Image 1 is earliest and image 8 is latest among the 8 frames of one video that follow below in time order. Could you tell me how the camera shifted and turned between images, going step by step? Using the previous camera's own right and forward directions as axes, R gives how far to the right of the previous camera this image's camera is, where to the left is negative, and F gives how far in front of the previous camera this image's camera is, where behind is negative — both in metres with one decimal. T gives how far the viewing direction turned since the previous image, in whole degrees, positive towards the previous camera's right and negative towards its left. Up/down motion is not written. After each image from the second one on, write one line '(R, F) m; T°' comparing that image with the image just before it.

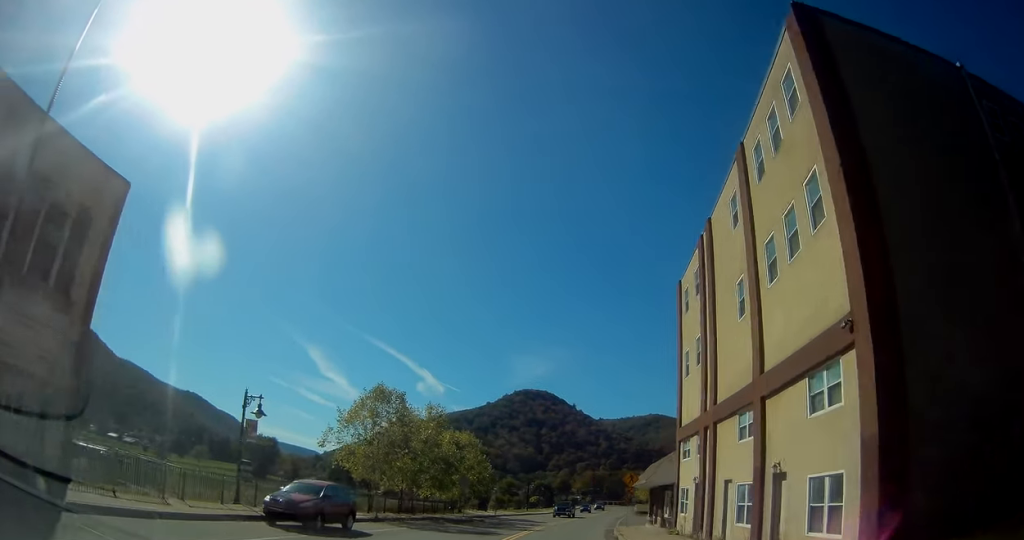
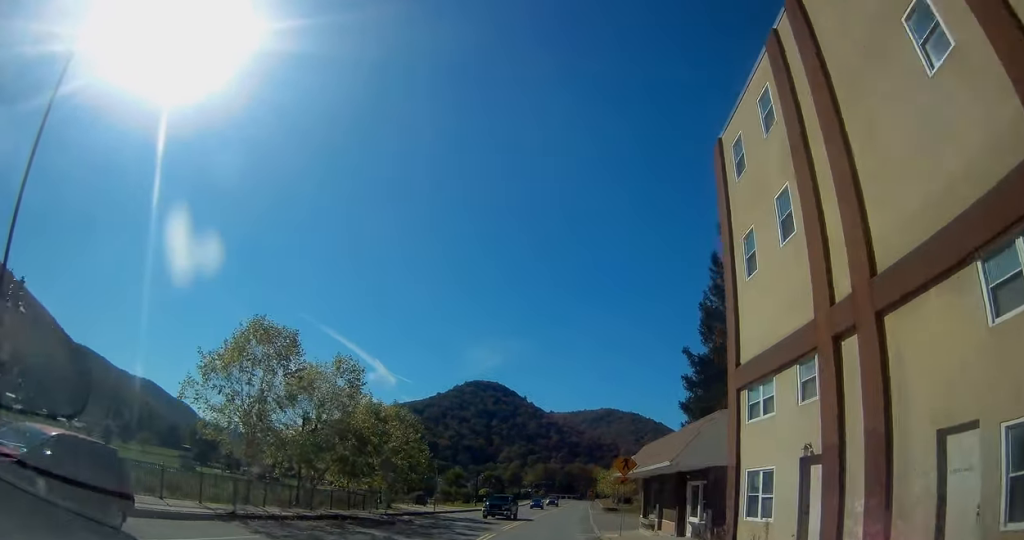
(+0.6, +12.0) m; +5°
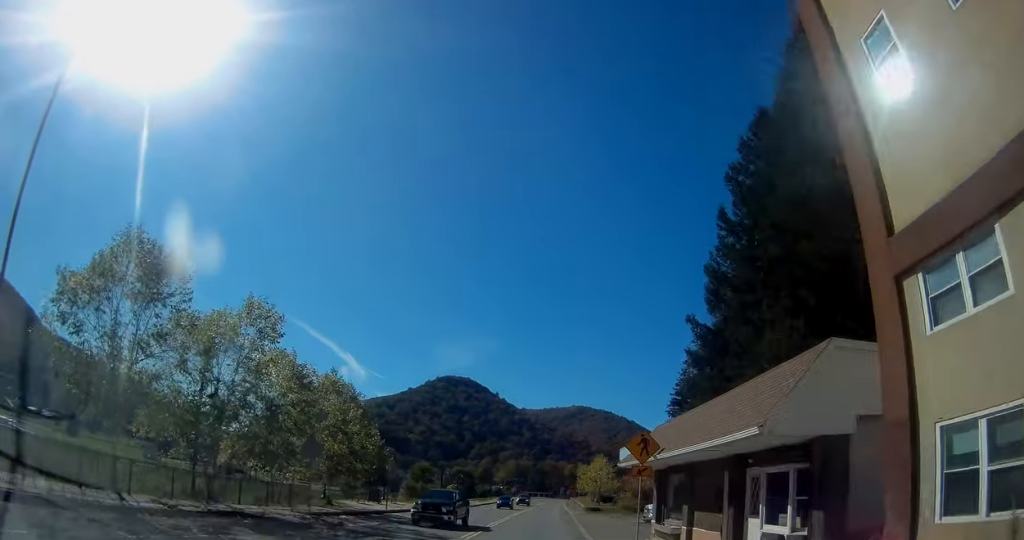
(+0.1, +8.1) m; +3°
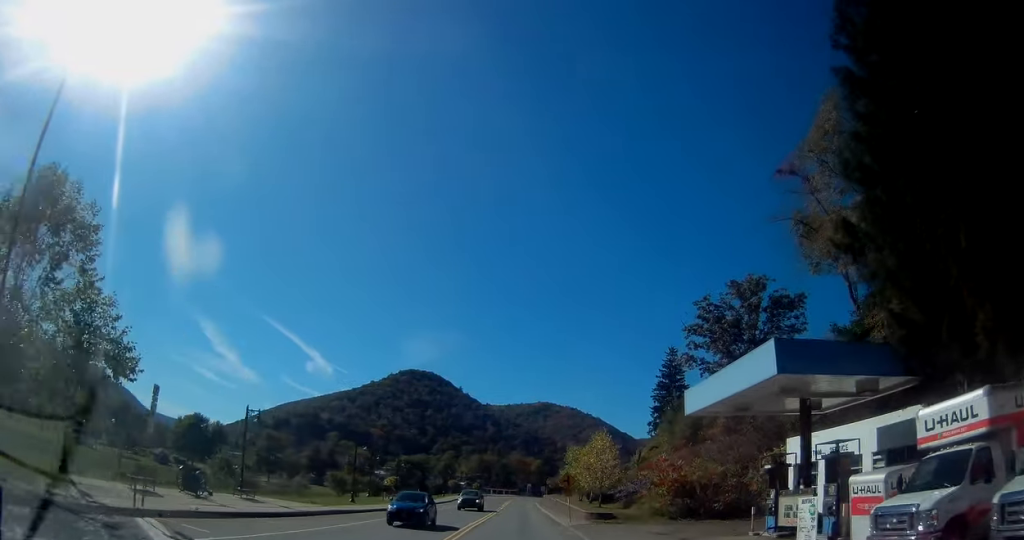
(+1.7, +24.3) m; +6°
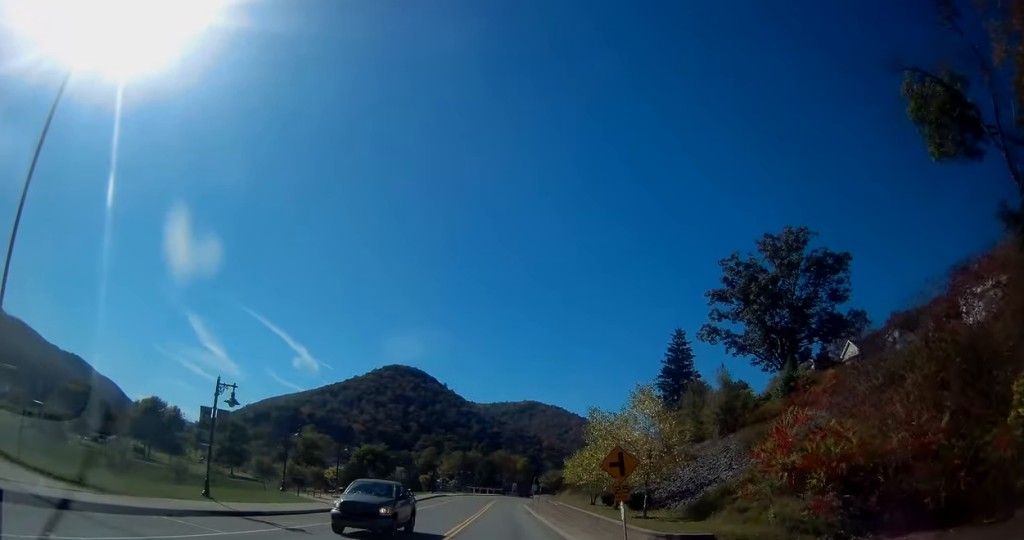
(+0.4, +19.9) m; +3°
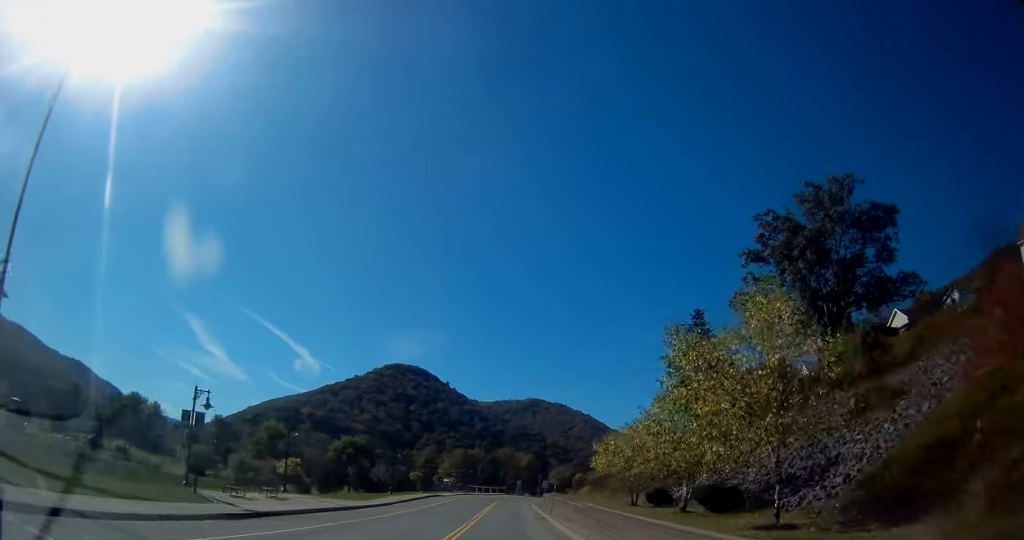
(+0.2, +13.5) m; 0°
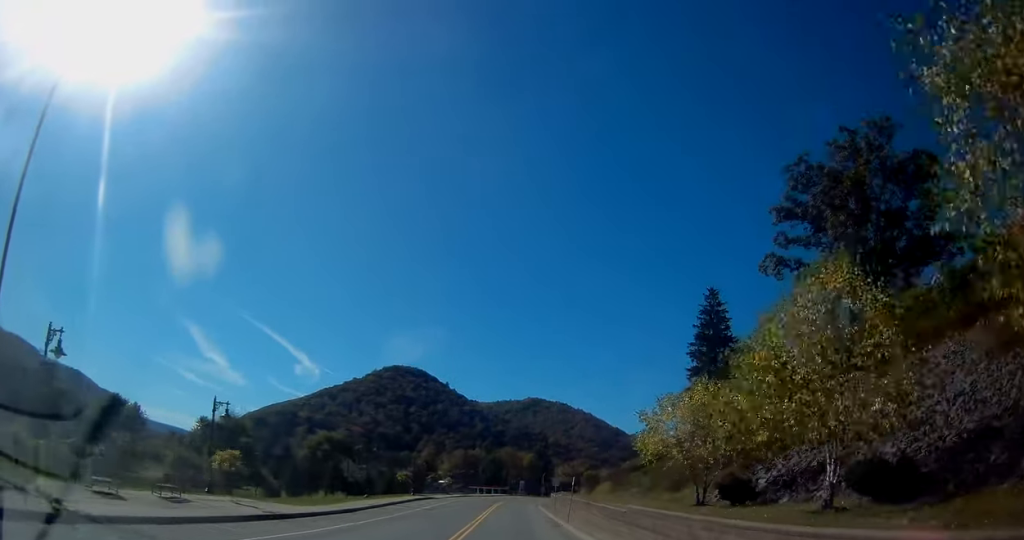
(-0.1, +10.8) m; -1°
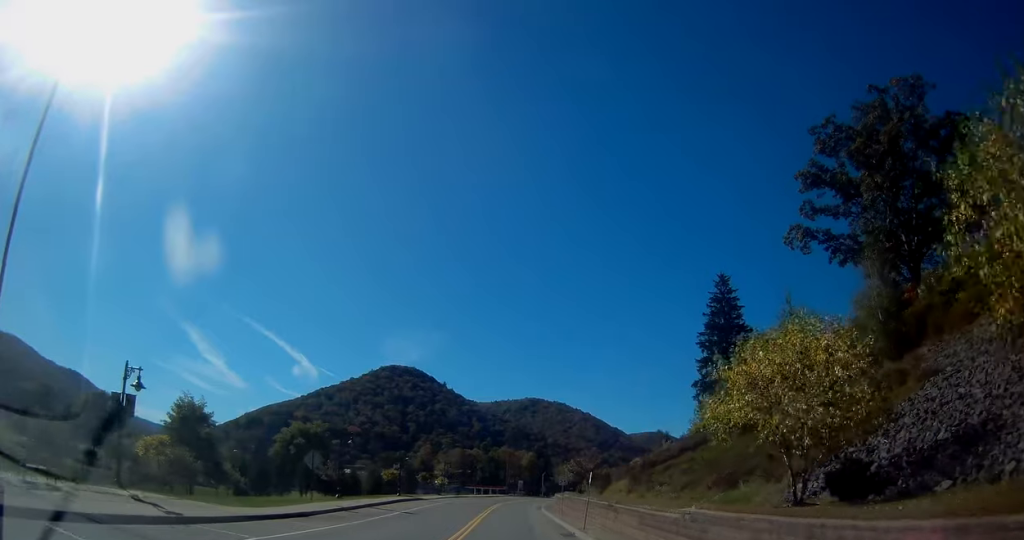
(-0.3, +7.7) m; 0°
